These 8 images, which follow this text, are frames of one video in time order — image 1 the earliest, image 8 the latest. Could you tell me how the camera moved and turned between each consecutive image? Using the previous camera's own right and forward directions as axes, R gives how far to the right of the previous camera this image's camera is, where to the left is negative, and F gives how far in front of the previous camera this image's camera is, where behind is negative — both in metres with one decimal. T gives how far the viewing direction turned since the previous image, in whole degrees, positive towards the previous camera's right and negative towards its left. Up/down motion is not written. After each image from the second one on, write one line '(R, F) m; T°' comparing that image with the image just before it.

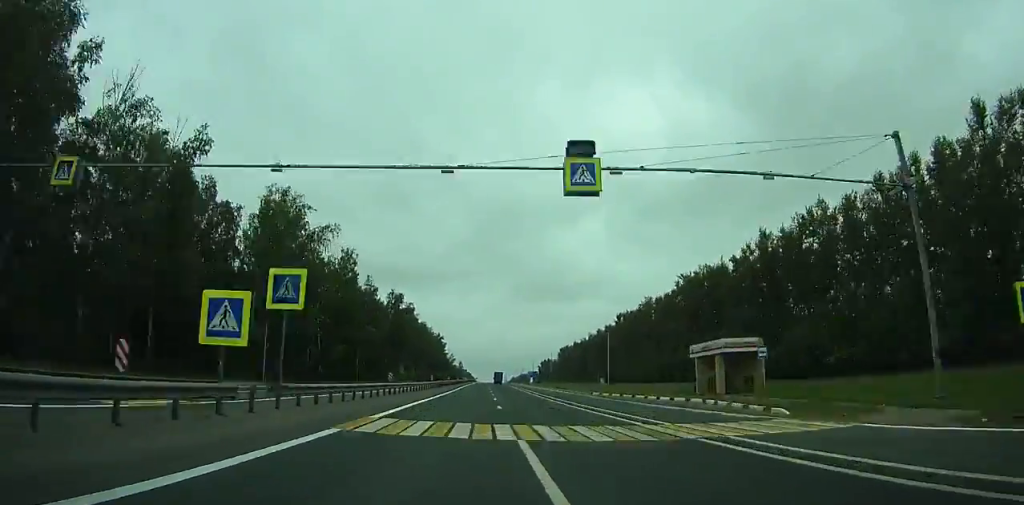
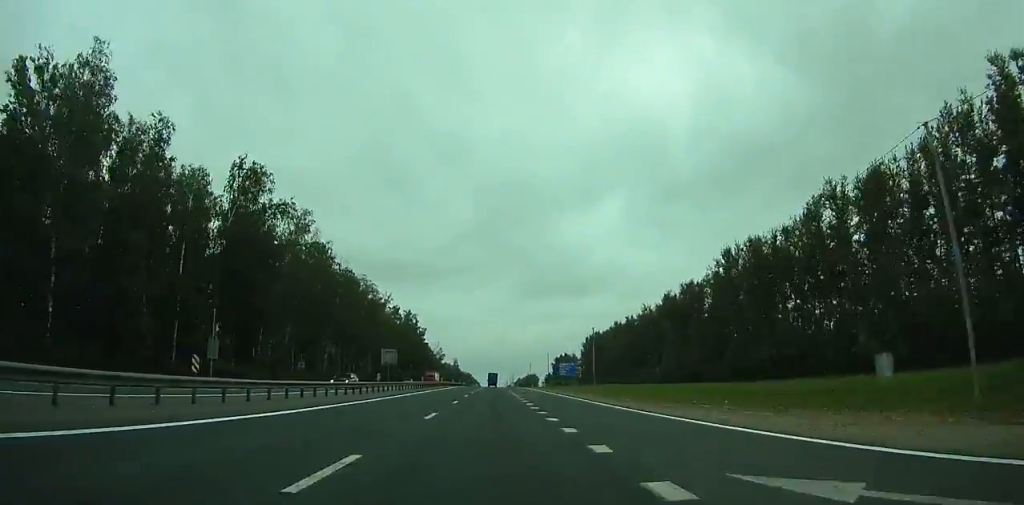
(0.0, +102.3) m; 0°
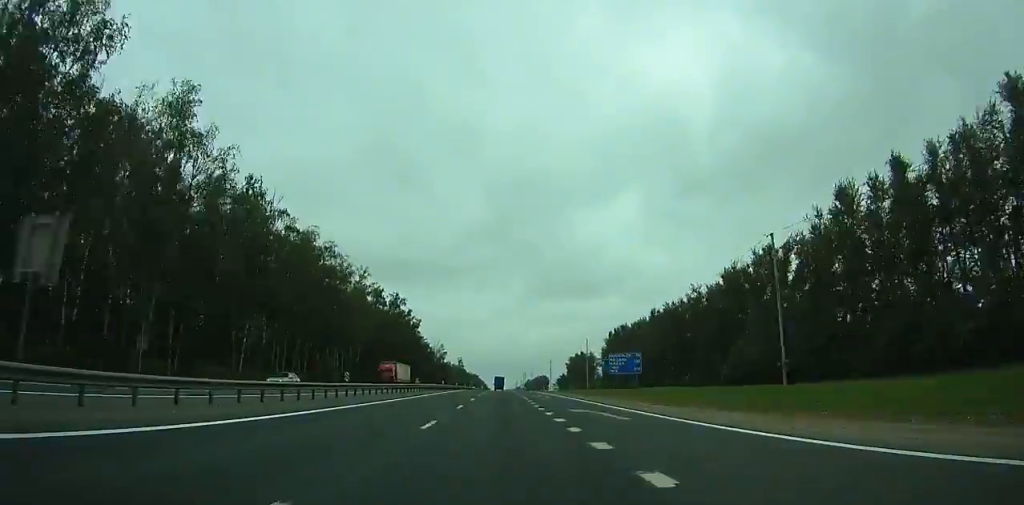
(-0.1, +40.2) m; 0°
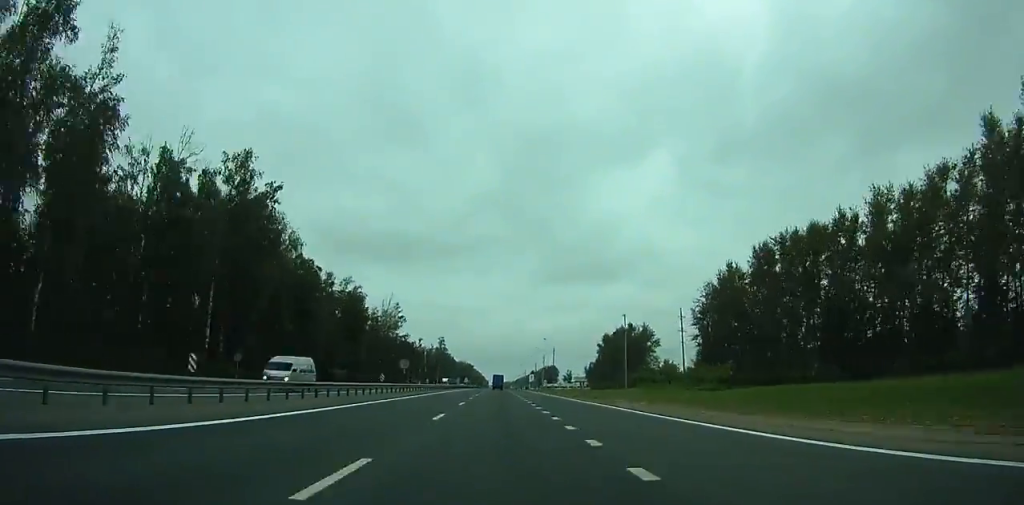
(-0.5, +134.3) m; 0°
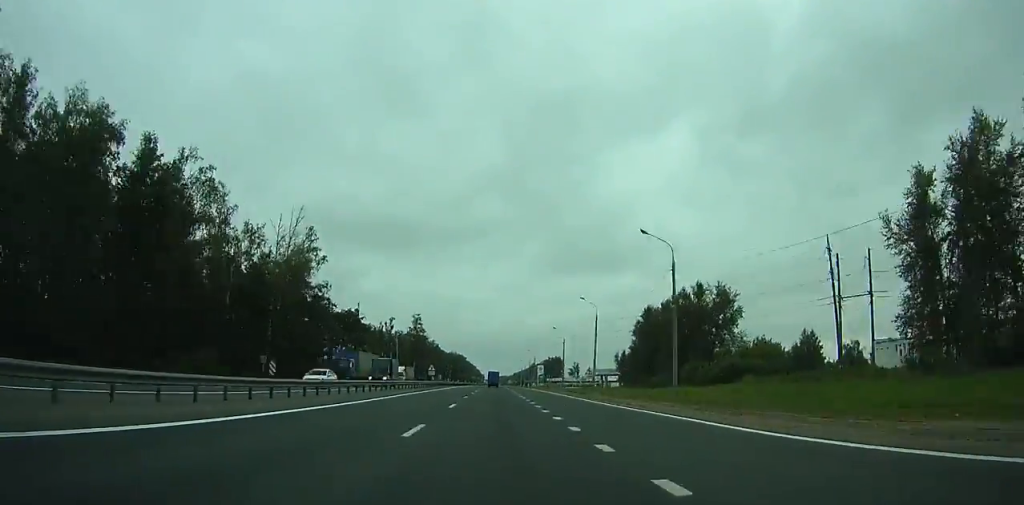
(-0.1, +79.2) m; 0°
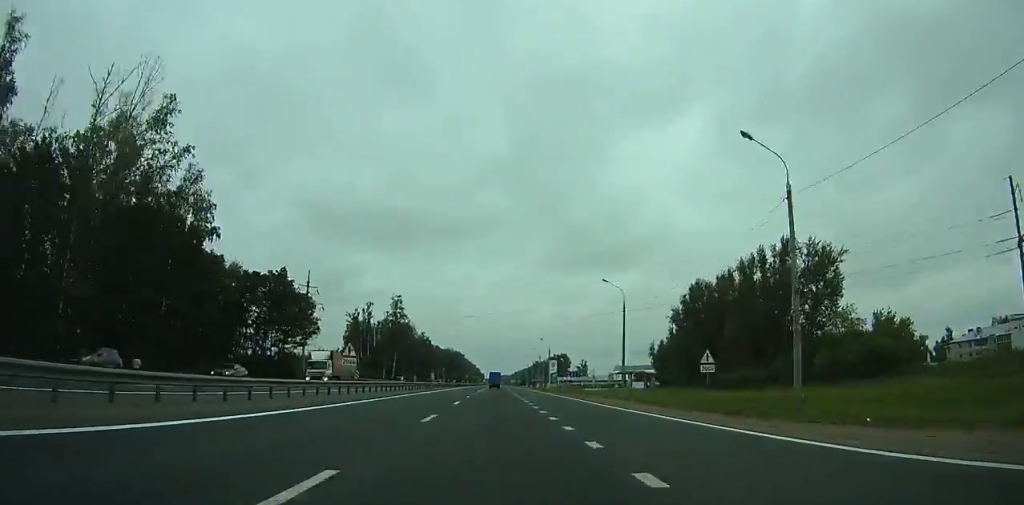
(0.0, +43.9) m; 0°
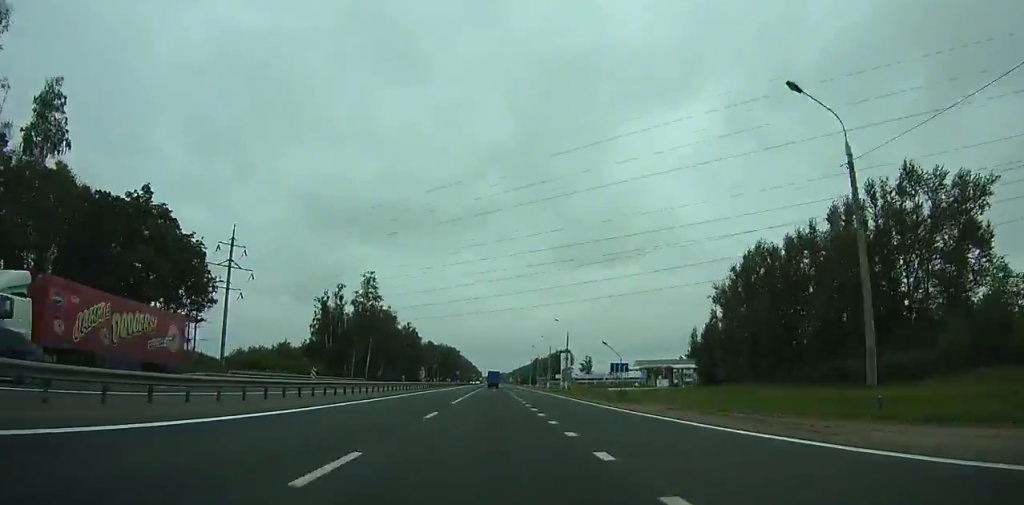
(0.0, +34.1) m; 0°
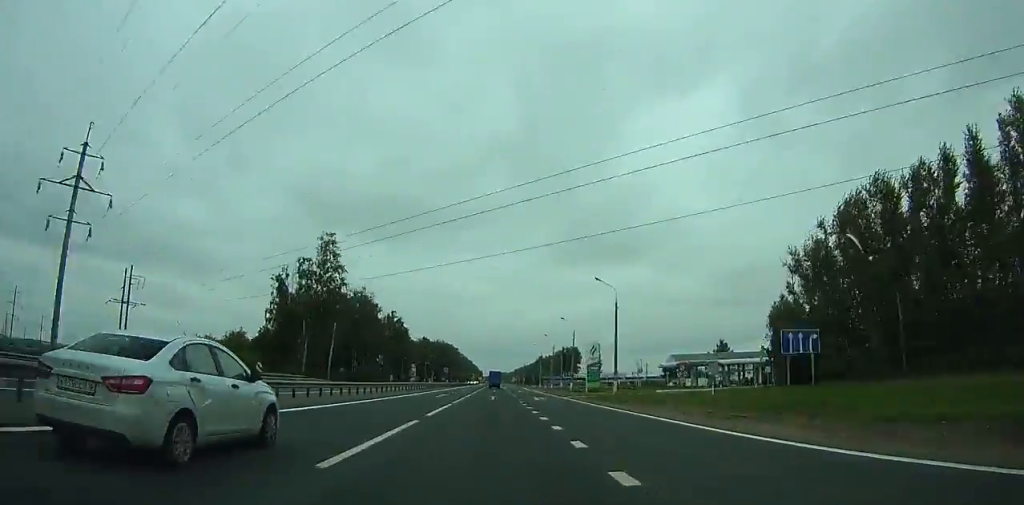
(0.0, +34.0) m; 0°
